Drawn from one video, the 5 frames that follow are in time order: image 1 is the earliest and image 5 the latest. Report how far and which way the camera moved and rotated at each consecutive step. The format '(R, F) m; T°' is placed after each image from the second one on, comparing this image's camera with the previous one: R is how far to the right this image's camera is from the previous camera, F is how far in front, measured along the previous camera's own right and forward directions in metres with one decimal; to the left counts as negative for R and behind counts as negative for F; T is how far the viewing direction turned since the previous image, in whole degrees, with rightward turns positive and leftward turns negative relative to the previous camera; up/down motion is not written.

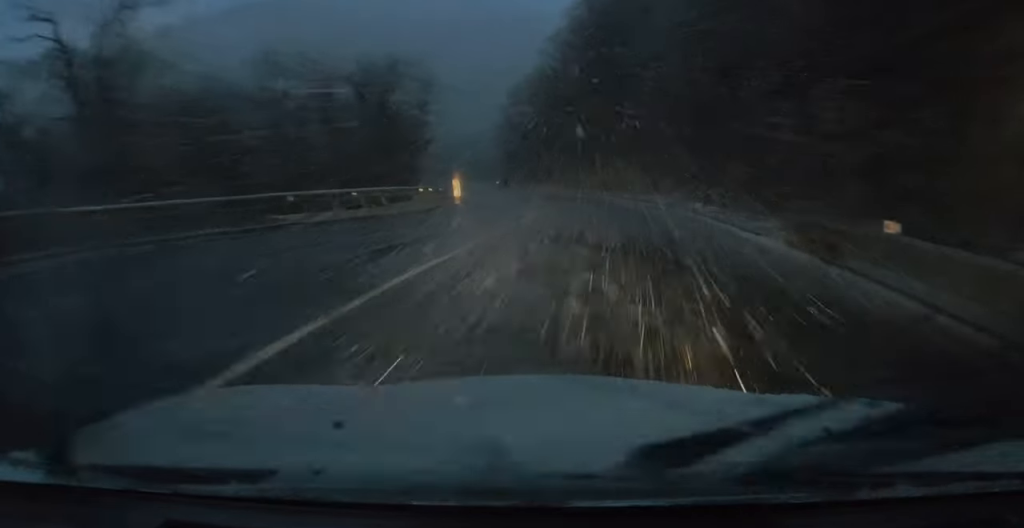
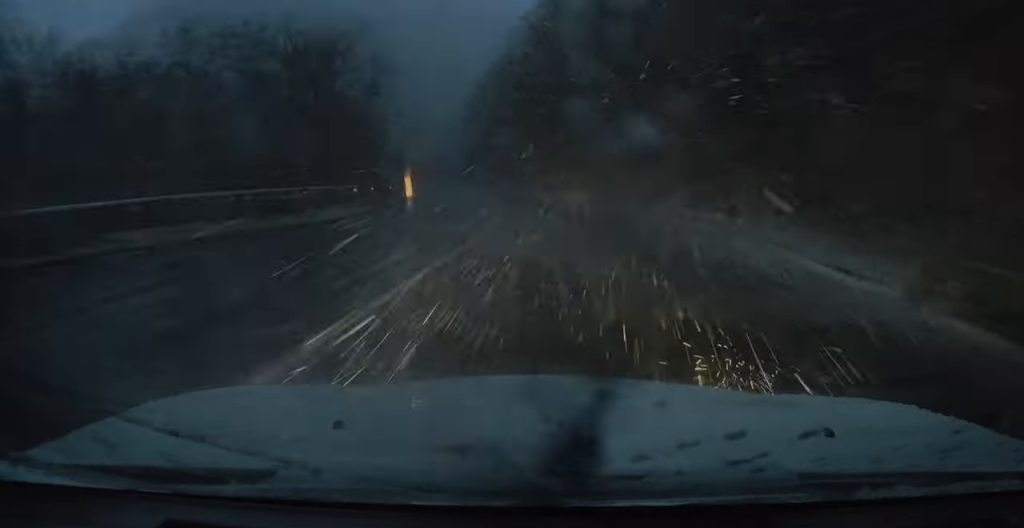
(+0.2, +6.2) m; +1°
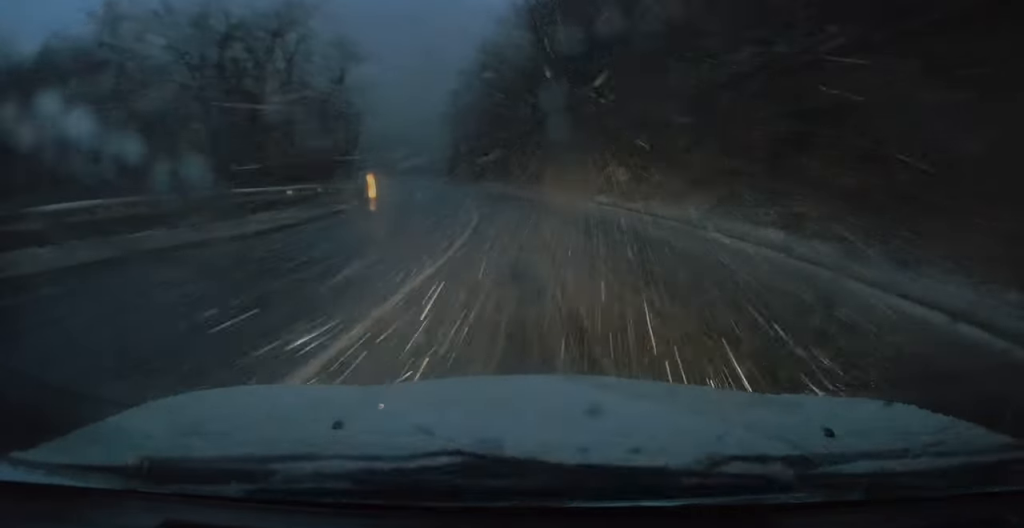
(0.0, +5.4) m; -2°
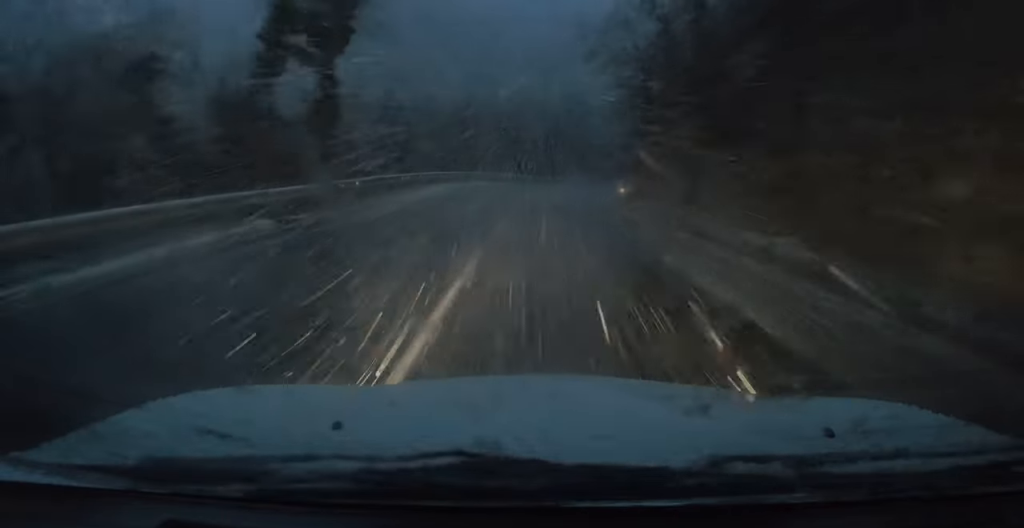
(-8.6, +49.9) m; -14°
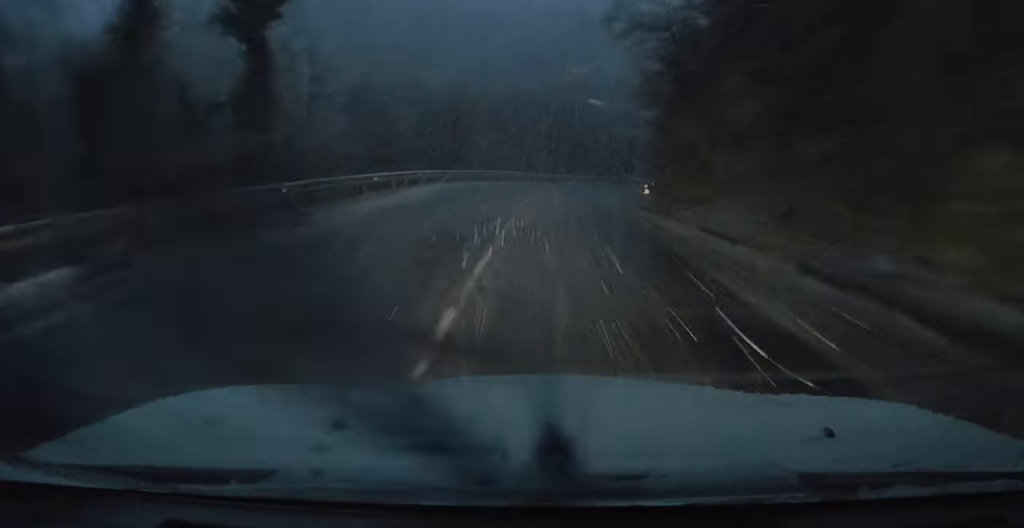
(0.0, +6.3) m; +1°
